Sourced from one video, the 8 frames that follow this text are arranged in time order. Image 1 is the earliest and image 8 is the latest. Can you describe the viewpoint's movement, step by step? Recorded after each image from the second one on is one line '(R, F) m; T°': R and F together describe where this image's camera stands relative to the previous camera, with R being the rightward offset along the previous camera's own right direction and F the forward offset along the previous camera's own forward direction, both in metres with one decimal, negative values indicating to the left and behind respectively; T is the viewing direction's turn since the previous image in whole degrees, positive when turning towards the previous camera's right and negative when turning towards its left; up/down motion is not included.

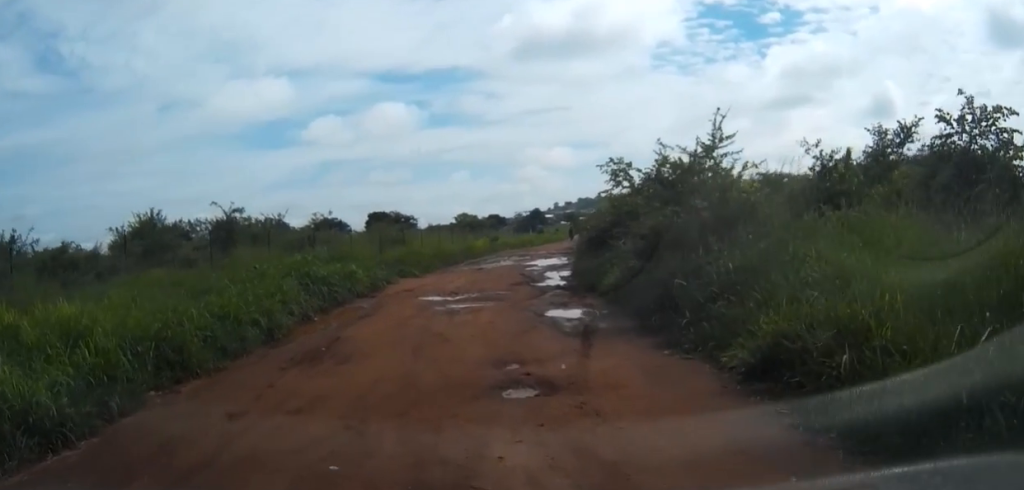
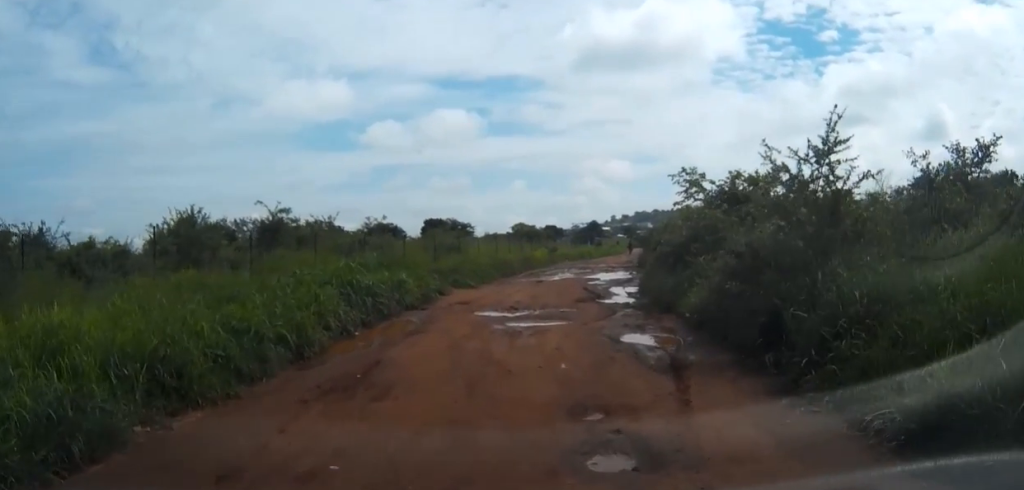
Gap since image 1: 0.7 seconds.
(-0.1, +1.6) m; -2°
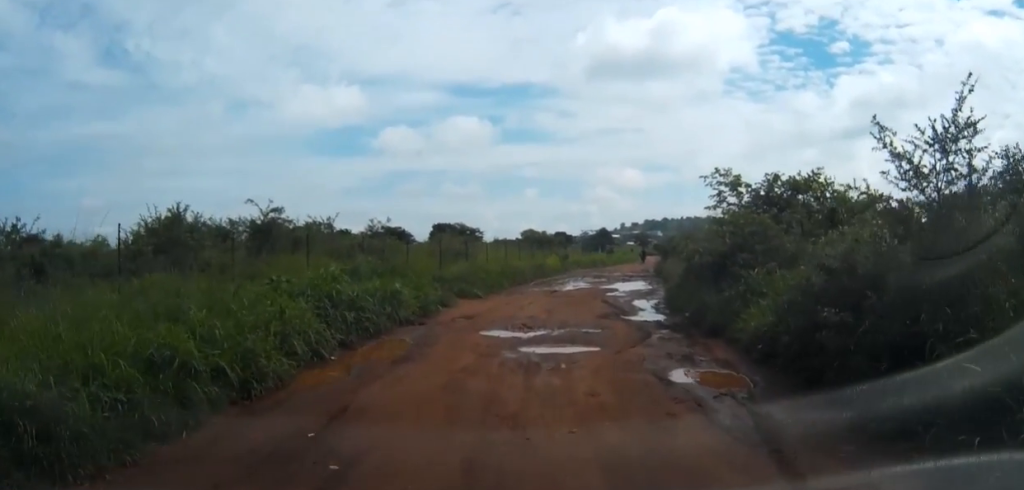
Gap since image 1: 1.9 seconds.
(0.0, +2.5) m; +1°
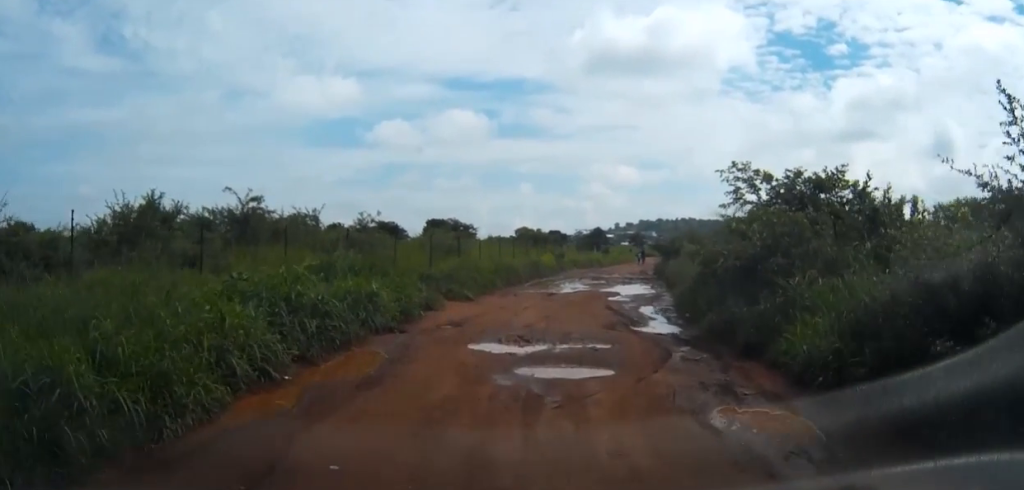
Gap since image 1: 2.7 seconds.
(+0.1, +2.0) m; +2°
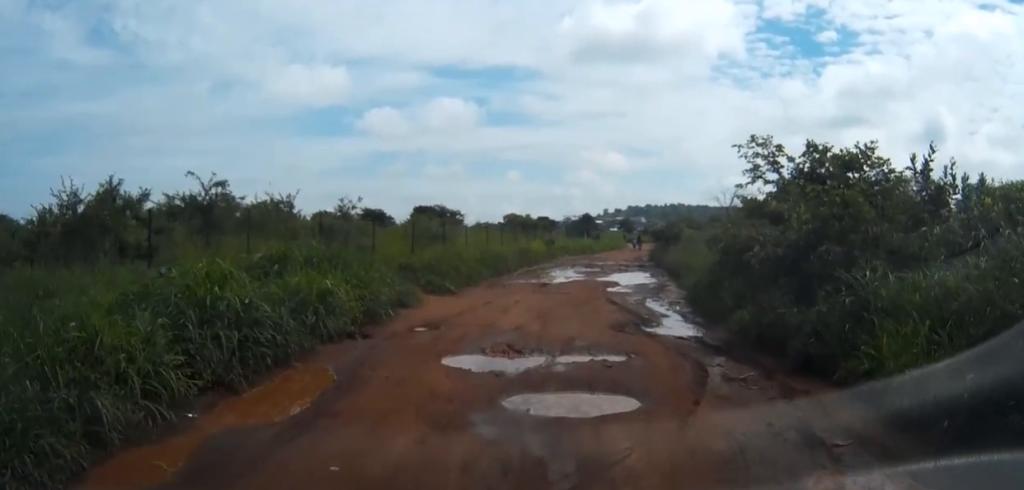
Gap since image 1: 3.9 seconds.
(0.0, +2.3) m; +2°
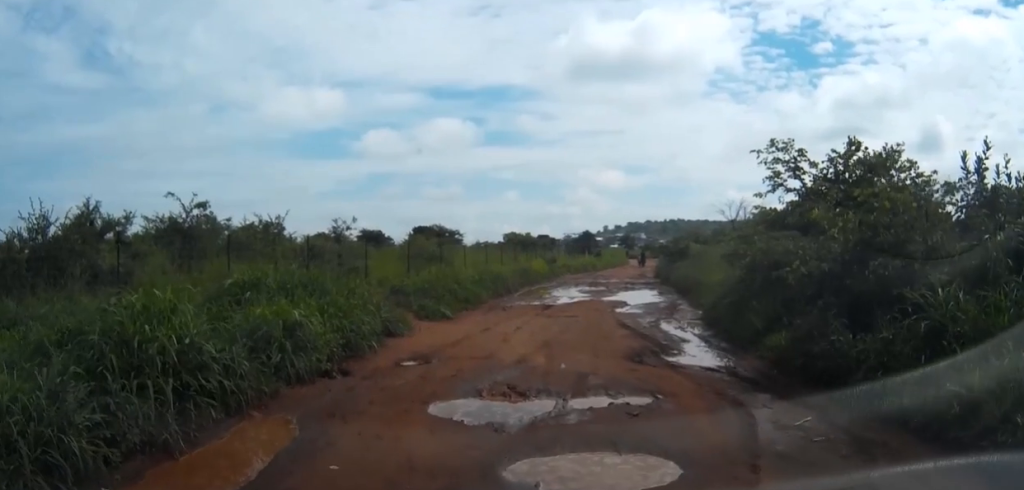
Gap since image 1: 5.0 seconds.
(0.0, +1.8) m; 0°
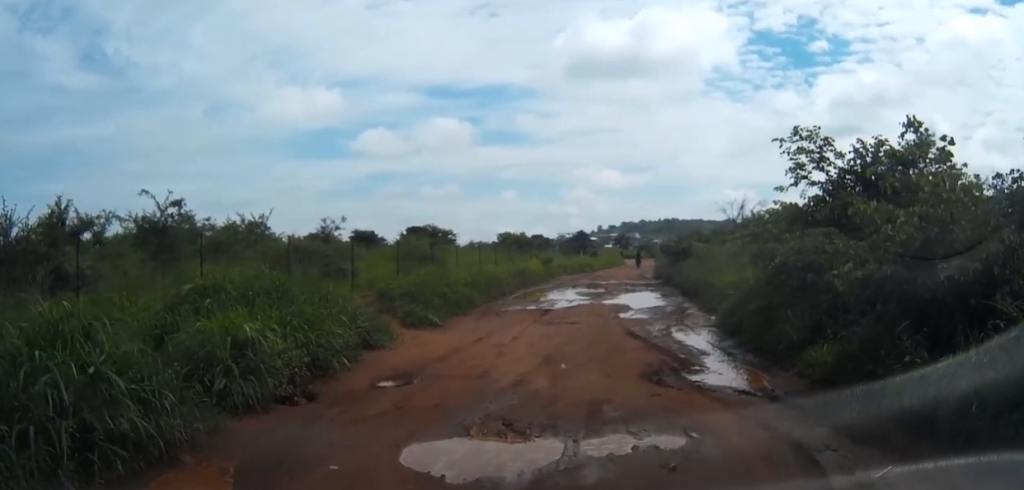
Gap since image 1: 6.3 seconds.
(-0.2, +1.5) m; 0°
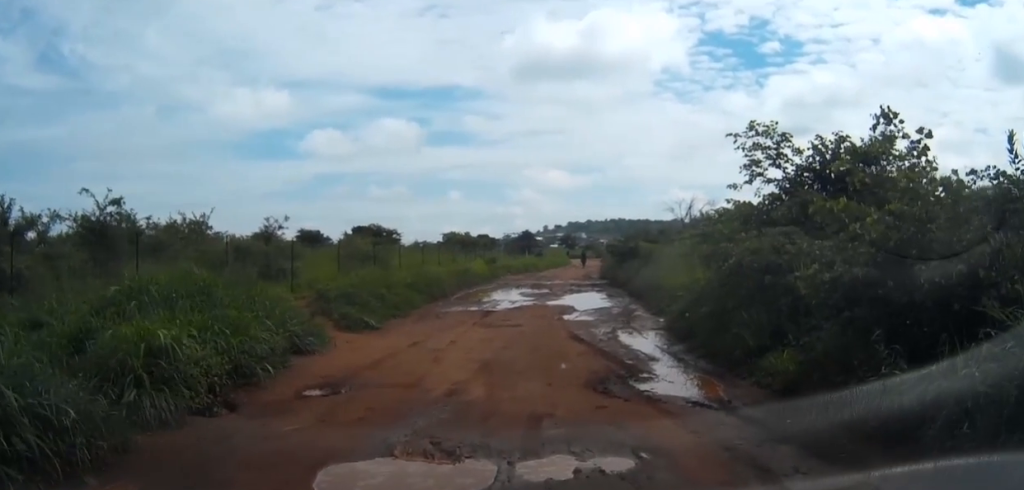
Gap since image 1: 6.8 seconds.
(+0.2, +0.6) m; 0°
